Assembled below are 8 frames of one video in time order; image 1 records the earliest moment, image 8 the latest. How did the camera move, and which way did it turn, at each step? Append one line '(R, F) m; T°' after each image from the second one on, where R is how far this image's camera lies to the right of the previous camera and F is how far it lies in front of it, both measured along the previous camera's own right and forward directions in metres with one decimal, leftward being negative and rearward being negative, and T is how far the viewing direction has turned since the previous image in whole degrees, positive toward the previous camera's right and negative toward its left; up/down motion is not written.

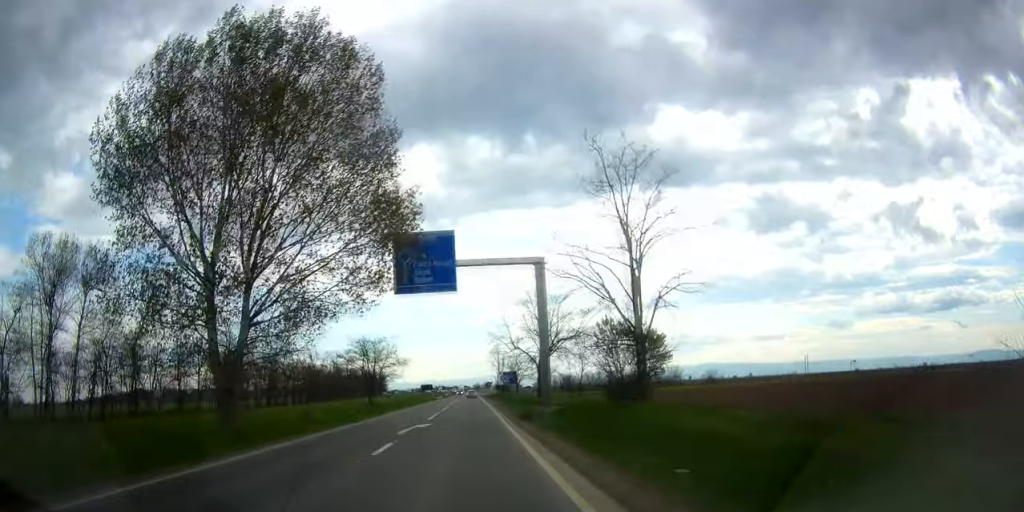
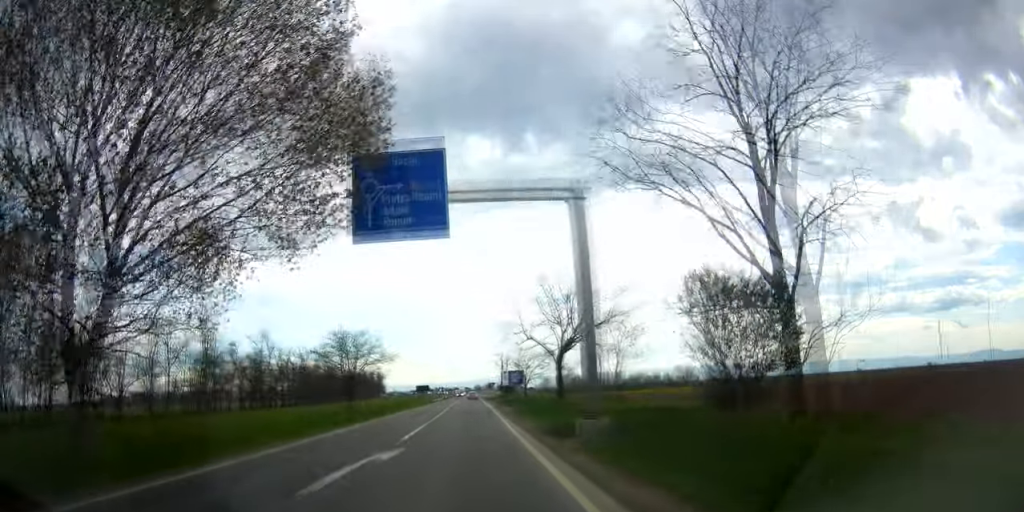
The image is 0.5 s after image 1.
(-0.3, +11.1) m; -1°
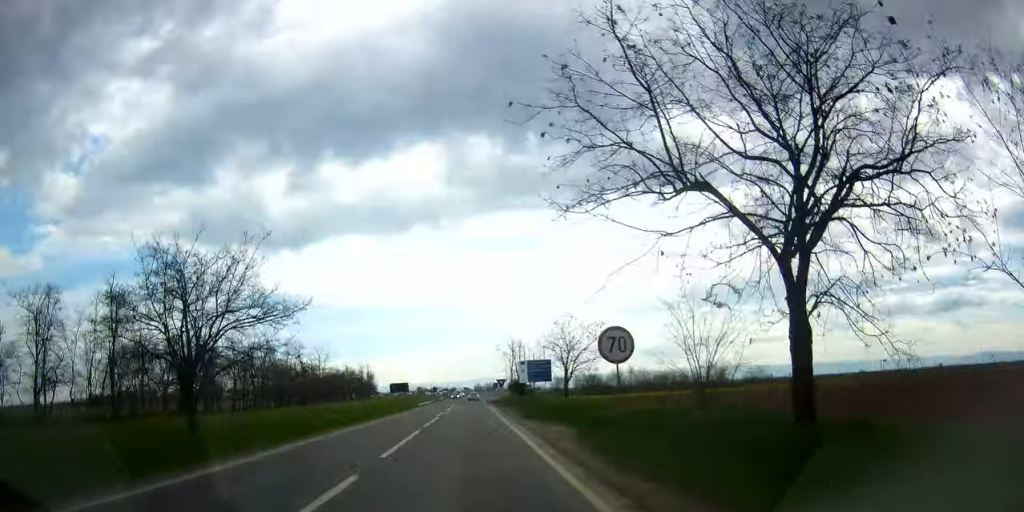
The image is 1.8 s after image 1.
(+0.6, +30.1) m; +1°
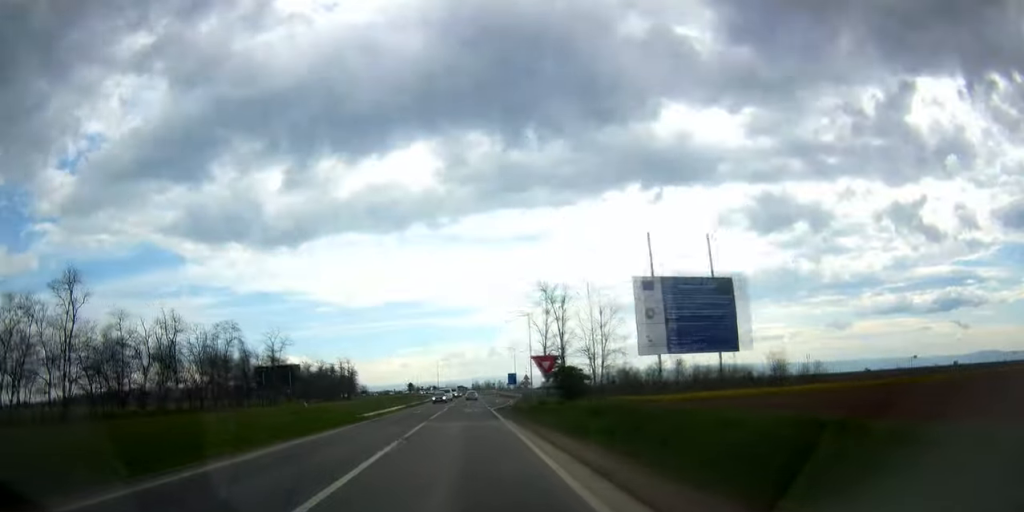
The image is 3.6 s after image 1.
(+0.2, +40.3) m; +1°
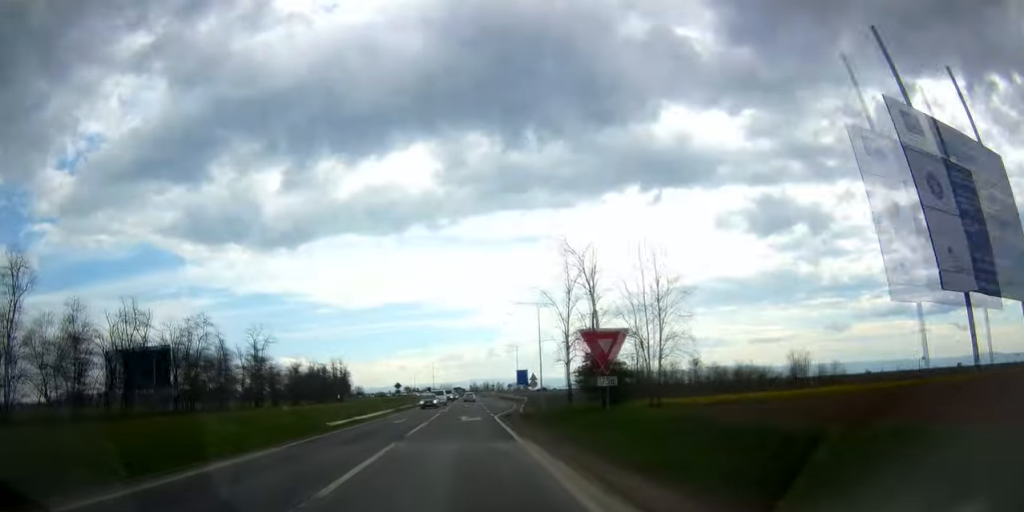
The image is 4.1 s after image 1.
(+0.3, +10.5) m; 0°
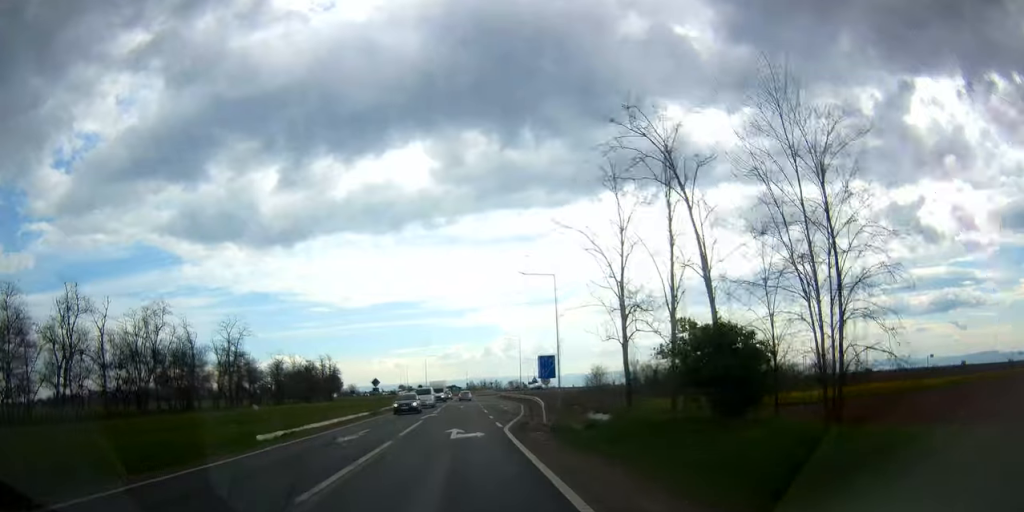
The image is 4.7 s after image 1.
(0.0, +13.1) m; -1°
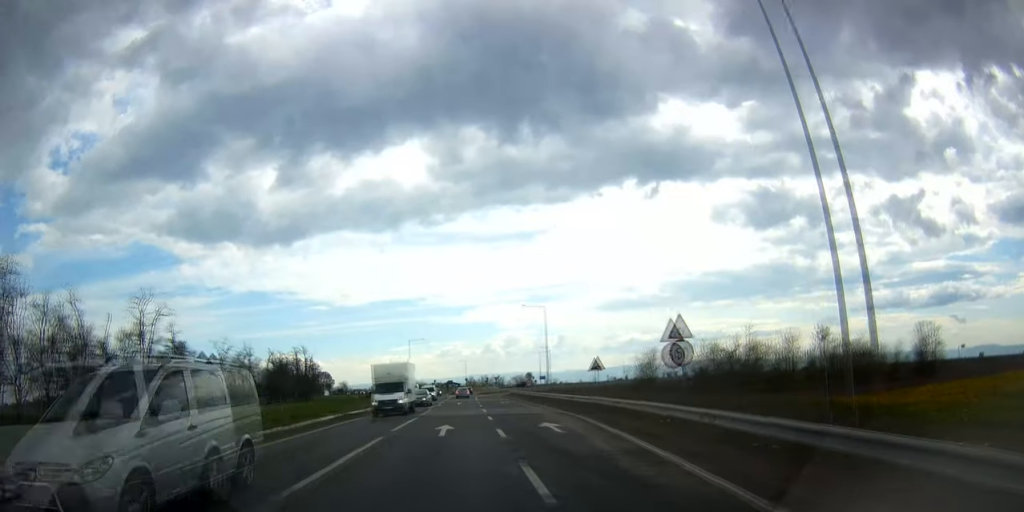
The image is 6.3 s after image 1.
(-0.7, +34.2) m; 0°
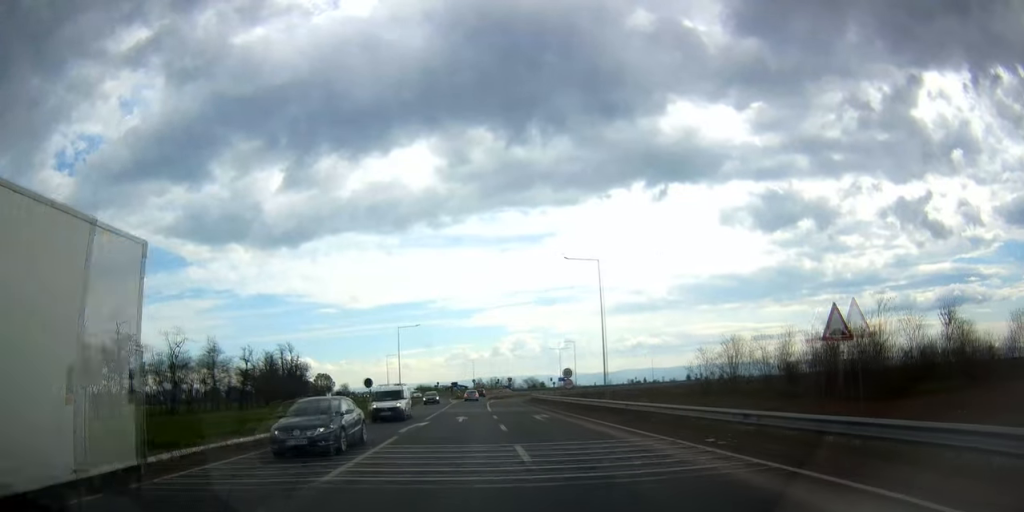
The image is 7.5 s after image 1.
(+0.5, +25.3) m; +1°
